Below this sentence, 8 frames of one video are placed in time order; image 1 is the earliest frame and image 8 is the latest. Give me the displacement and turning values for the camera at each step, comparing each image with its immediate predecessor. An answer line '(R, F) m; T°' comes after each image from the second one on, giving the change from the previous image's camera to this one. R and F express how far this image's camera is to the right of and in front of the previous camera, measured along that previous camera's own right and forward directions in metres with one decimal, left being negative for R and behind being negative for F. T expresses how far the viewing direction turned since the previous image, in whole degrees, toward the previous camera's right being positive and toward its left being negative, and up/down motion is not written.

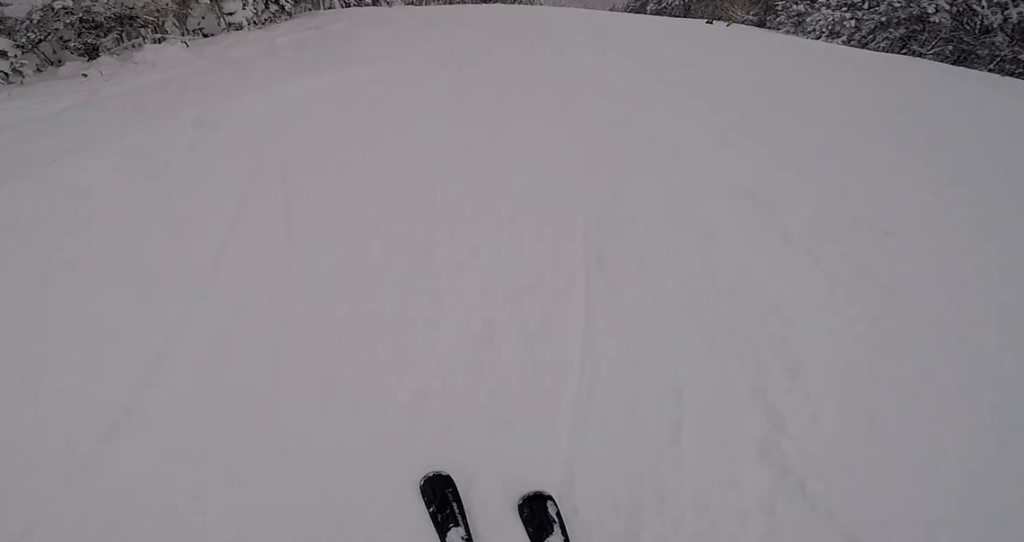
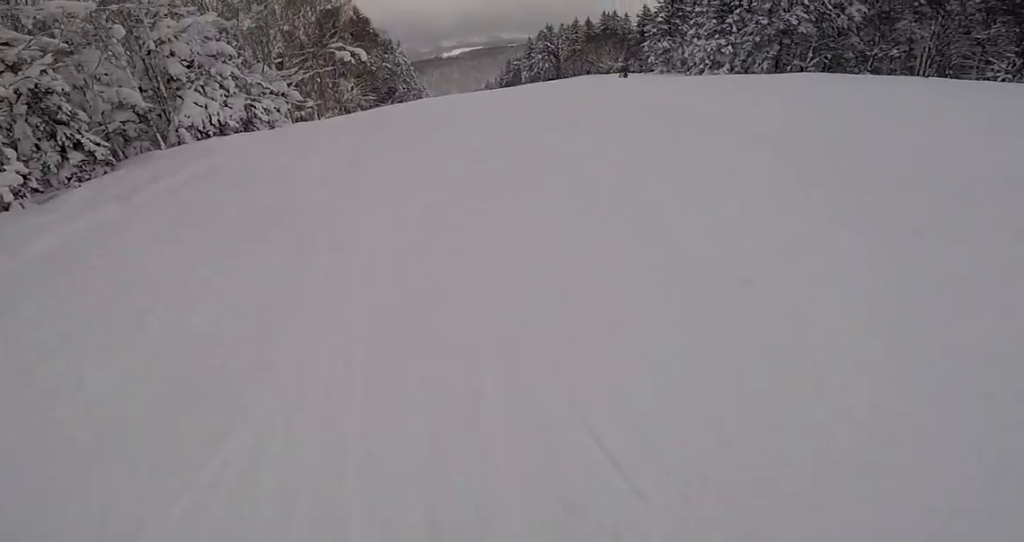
(-1.8, +10.7) m; +5°
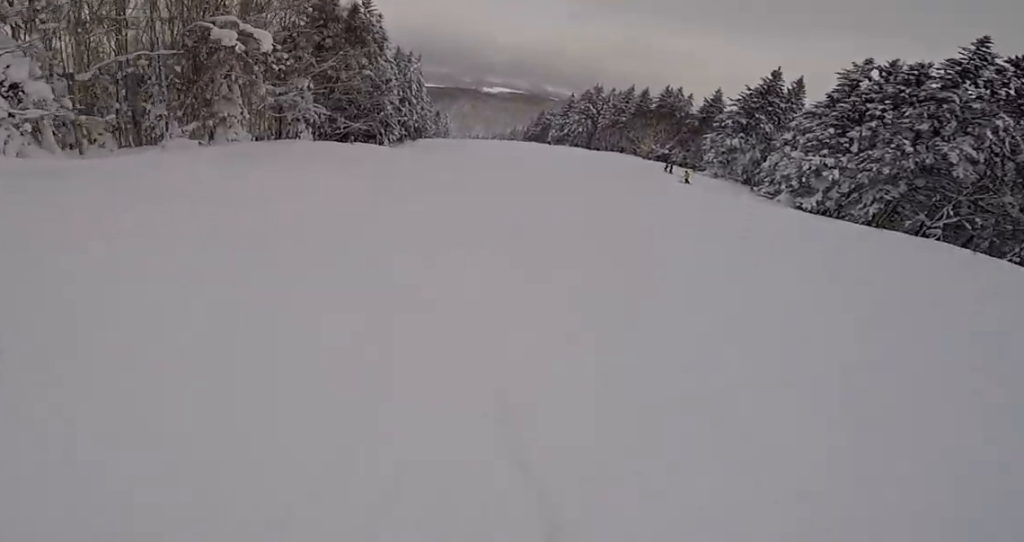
(+7.1, +17.3) m; +21°
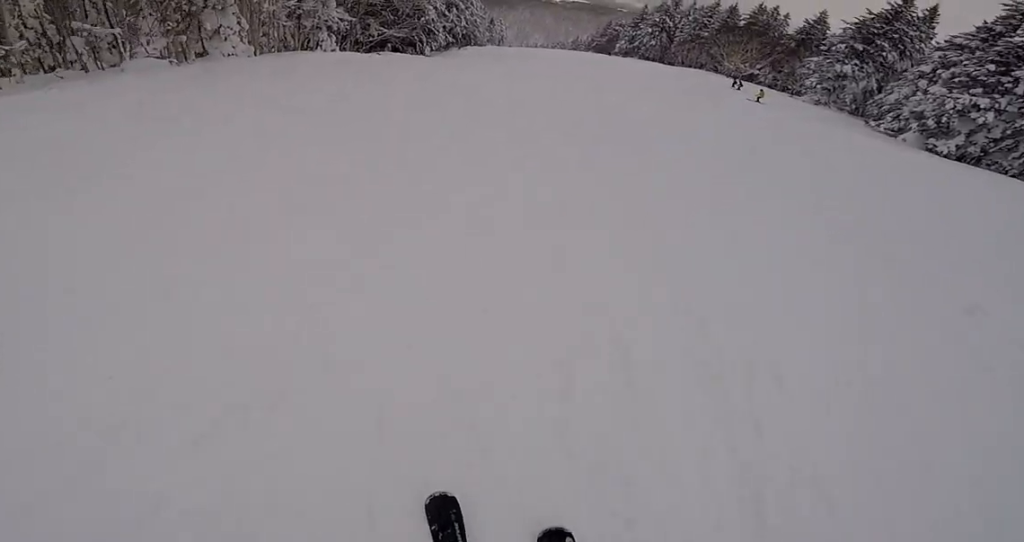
(-0.5, +6.2) m; -11°
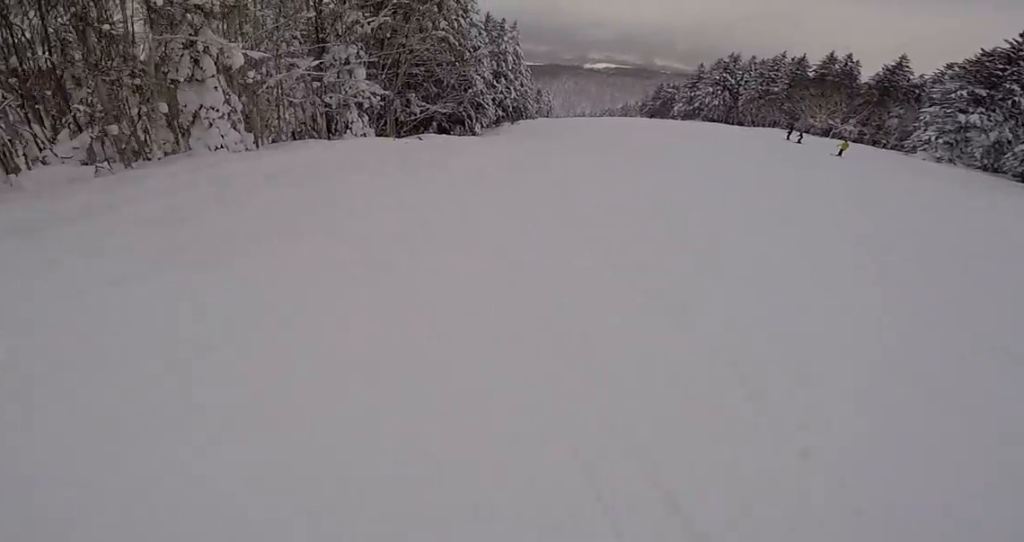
(-1.5, +9.1) m; -9°
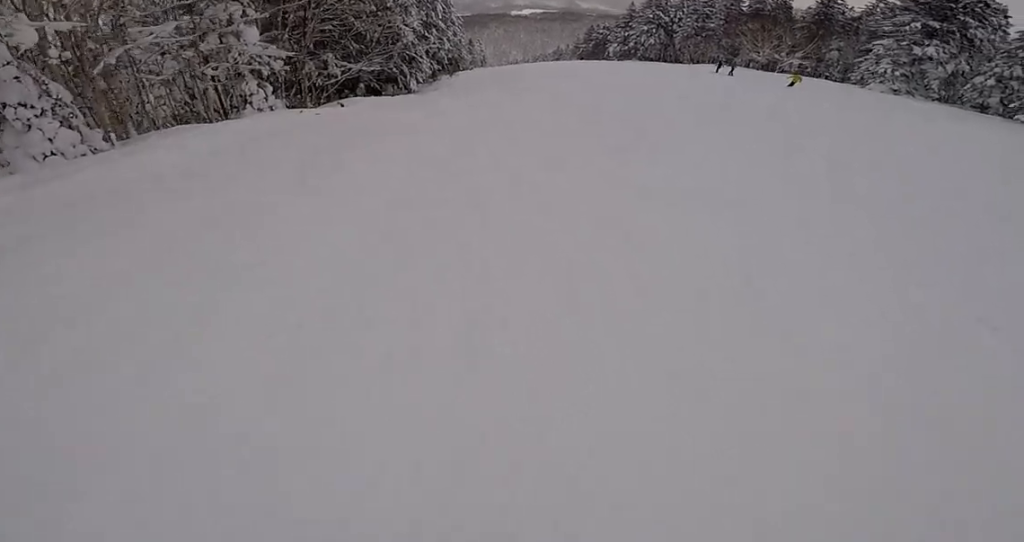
(0.0, +4.6) m; +4°
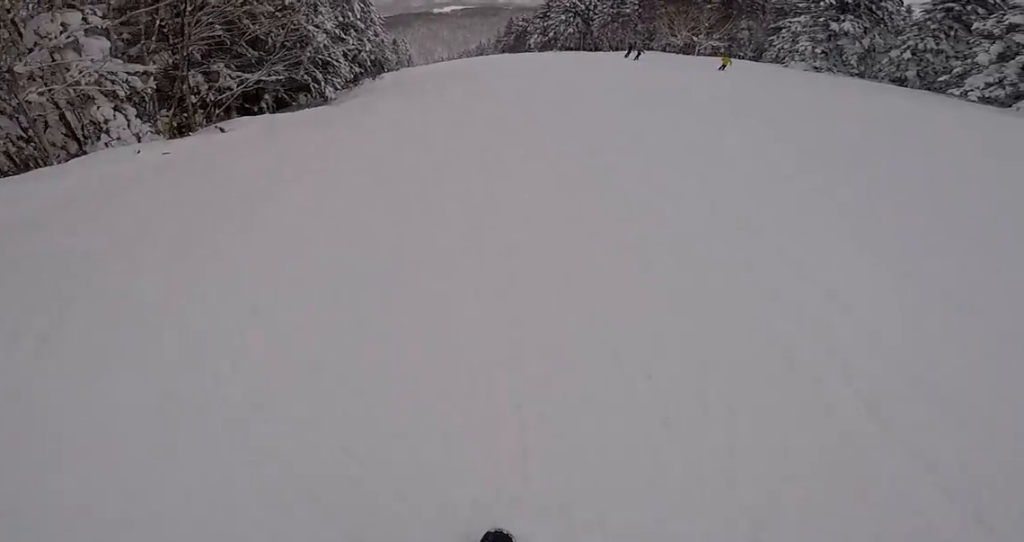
(-0.1, +4.7) m; +8°
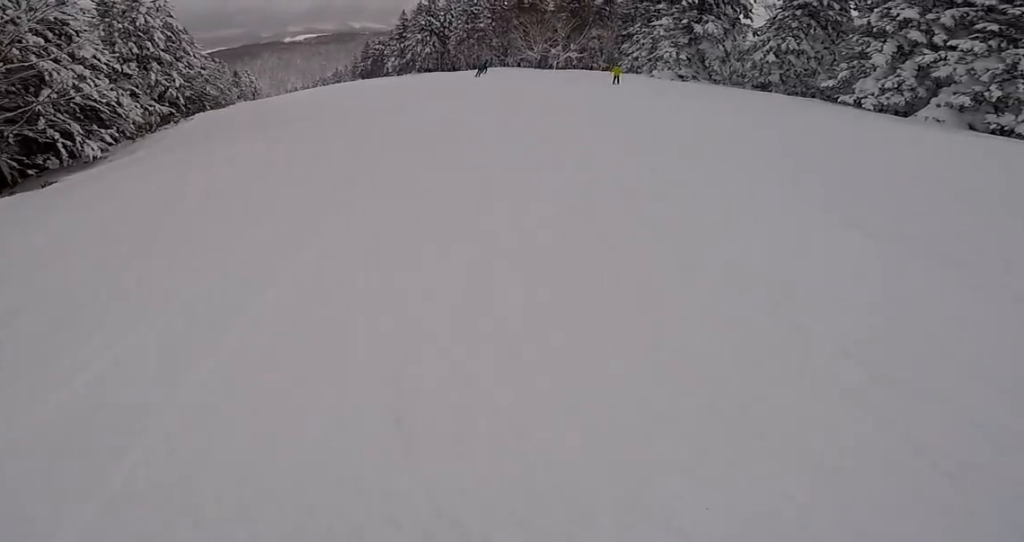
(+1.8, +9.1) m; +13°
